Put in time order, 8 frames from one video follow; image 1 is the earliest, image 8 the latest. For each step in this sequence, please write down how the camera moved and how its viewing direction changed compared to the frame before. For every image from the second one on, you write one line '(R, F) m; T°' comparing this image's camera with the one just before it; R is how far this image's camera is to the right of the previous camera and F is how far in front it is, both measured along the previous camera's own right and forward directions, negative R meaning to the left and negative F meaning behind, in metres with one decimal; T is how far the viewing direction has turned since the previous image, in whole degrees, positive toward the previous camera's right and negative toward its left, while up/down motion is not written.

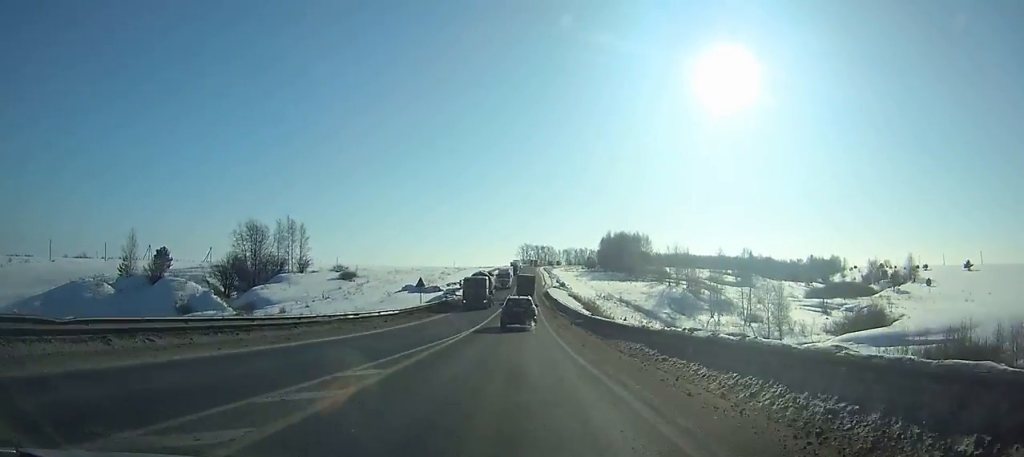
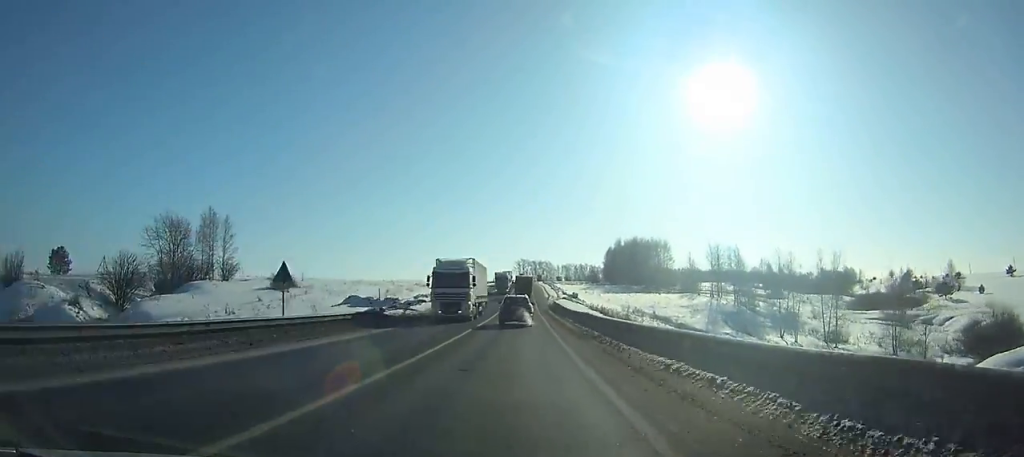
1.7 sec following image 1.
(-0.1, +33.1) m; 0°
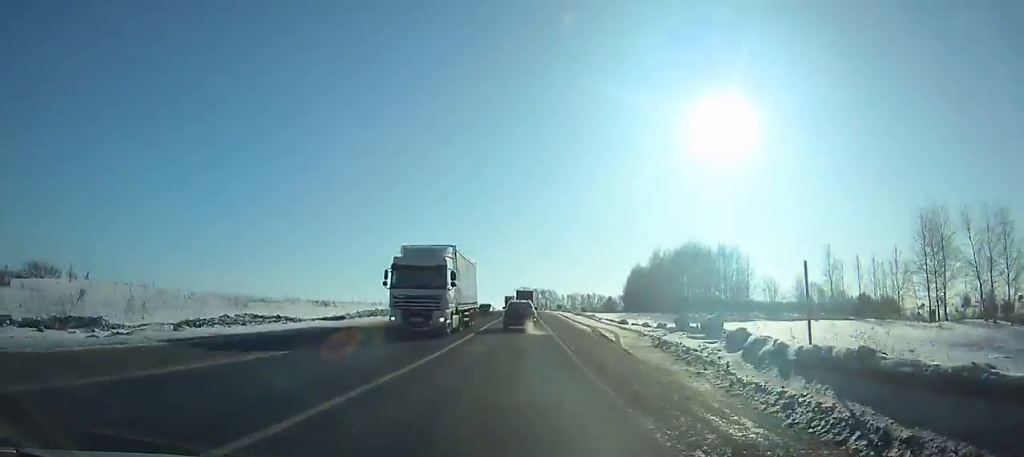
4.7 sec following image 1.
(-0.2, +61.7) m; 0°
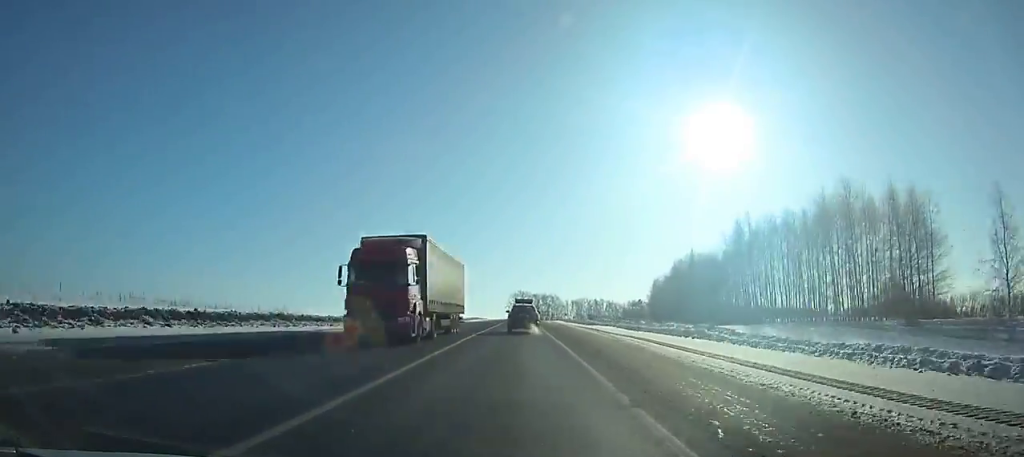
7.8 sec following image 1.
(0.0, +66.5) m; 0°
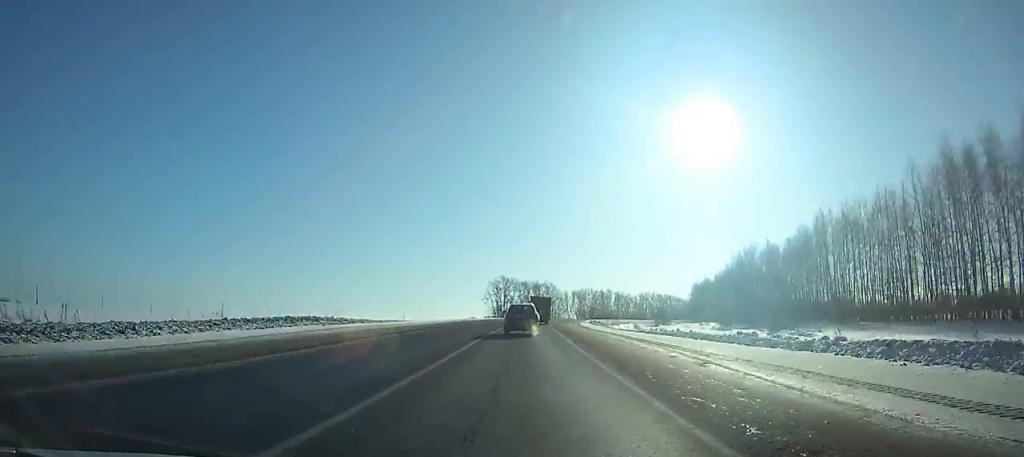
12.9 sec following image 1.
(+0.9, +104.5) m; +2°
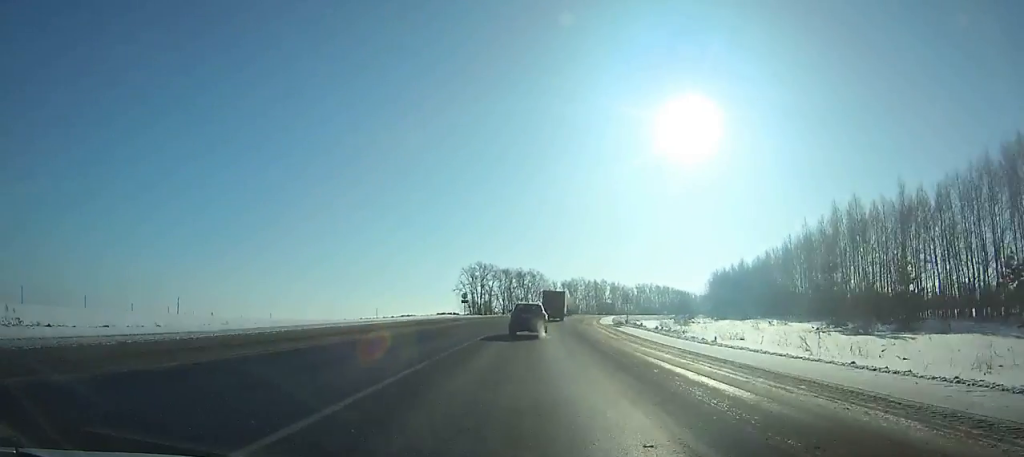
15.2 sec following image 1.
(+0.7, +44.1) m; +2°
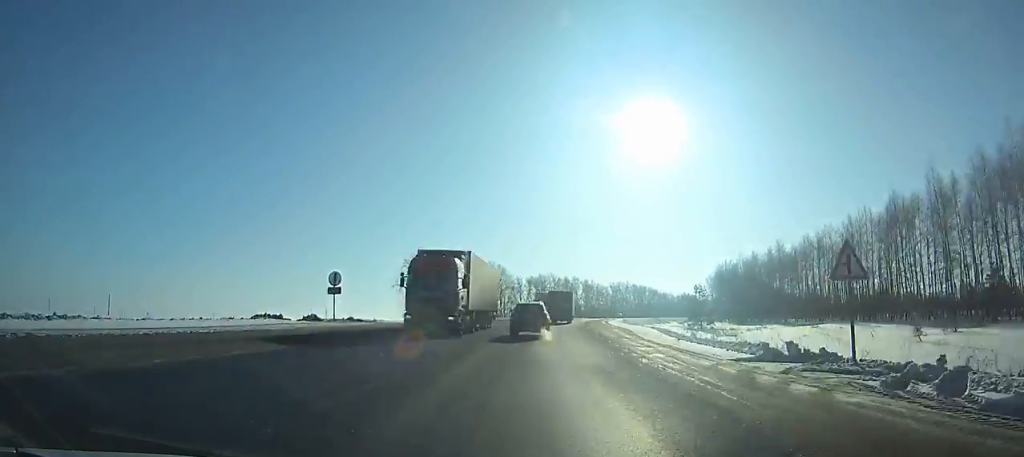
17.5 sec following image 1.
(+0.9, +43.0) m; +3°
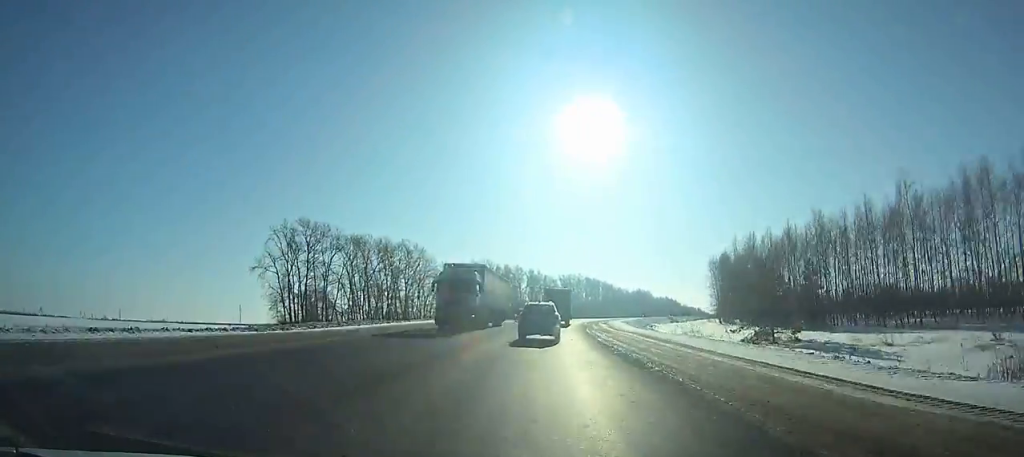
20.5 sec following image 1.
(+2.1, +54.6) m; +5°
